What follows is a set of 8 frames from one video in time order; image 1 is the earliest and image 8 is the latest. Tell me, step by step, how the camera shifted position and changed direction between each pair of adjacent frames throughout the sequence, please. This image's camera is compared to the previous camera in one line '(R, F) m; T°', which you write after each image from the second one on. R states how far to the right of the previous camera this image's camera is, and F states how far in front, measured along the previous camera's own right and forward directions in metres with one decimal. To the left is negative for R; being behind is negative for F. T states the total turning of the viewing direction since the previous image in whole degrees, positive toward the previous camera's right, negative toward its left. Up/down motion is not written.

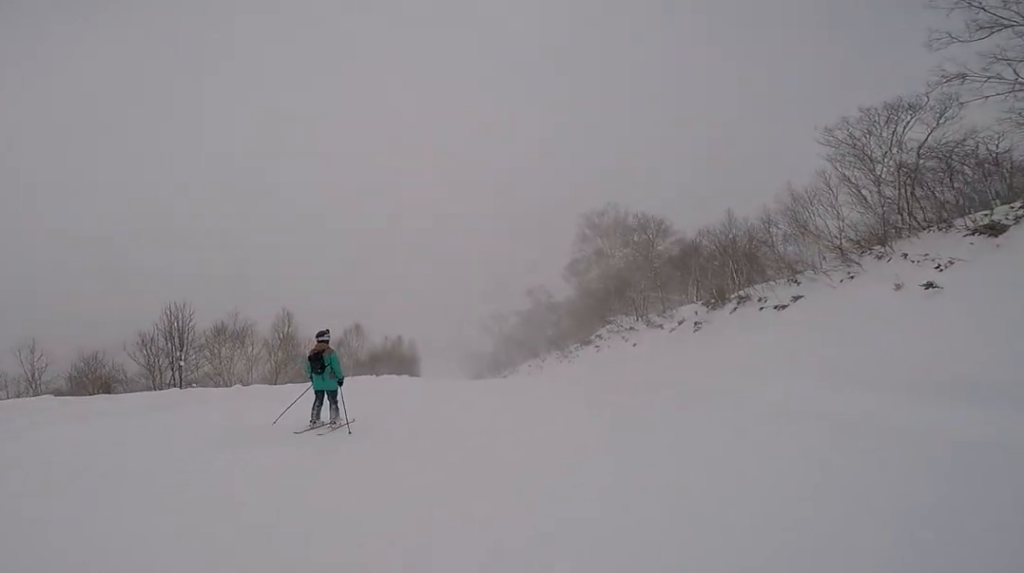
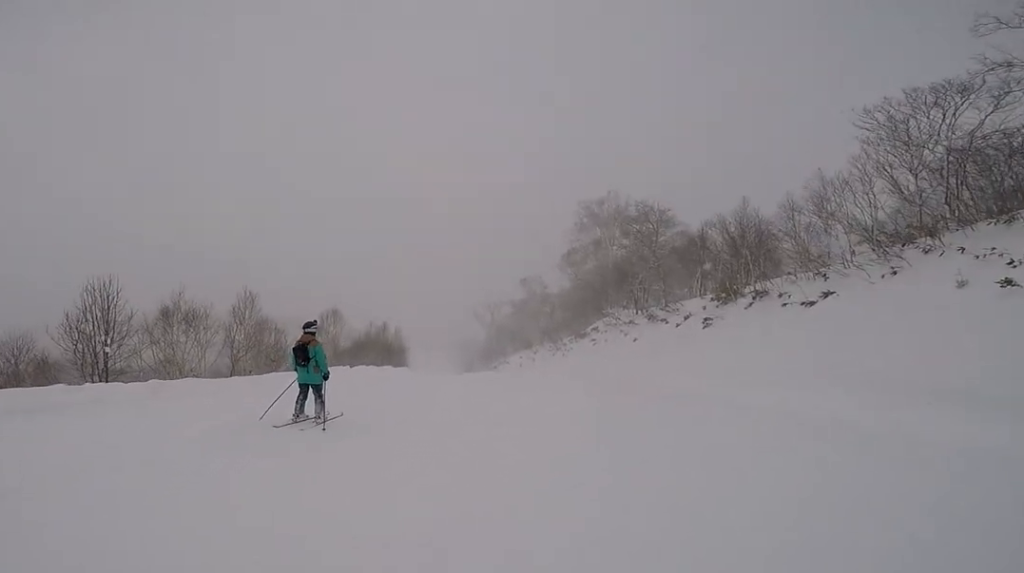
(-0.1, +2.7) m; -3°
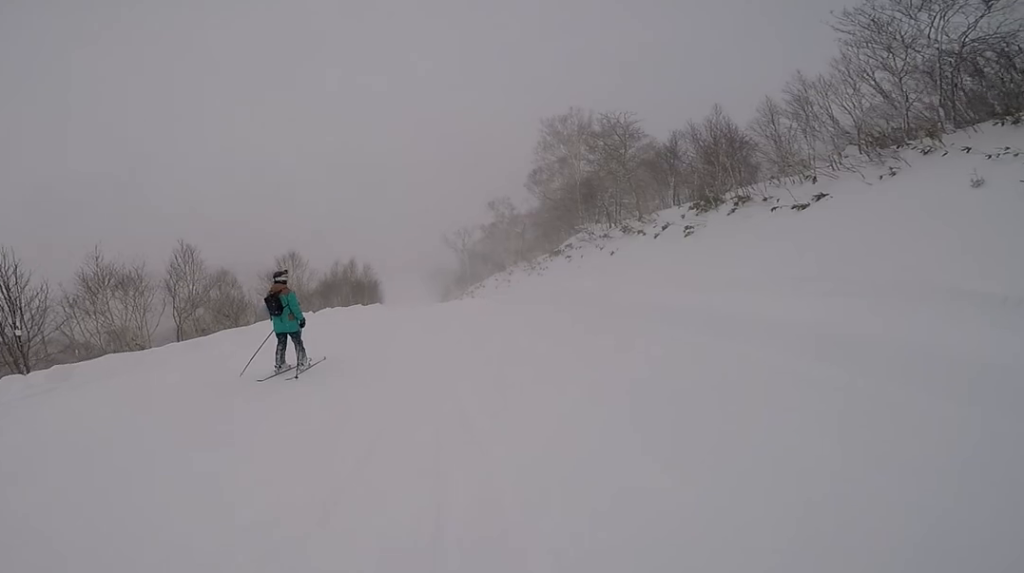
(+0.4, +1.7) m; -6°
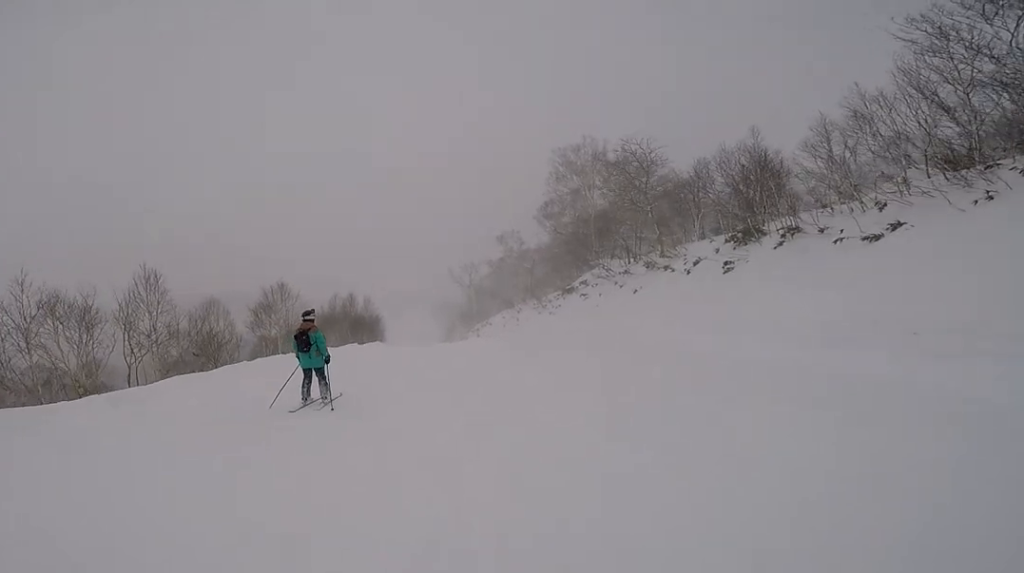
(-0.7, +2.9) m; +4°
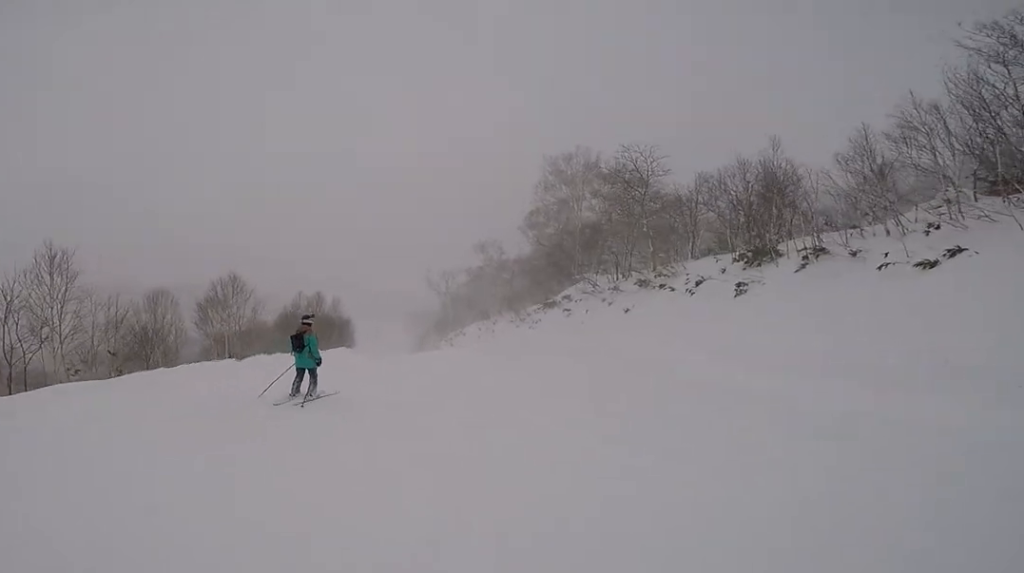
(+0.5, +2.7) m; +14°
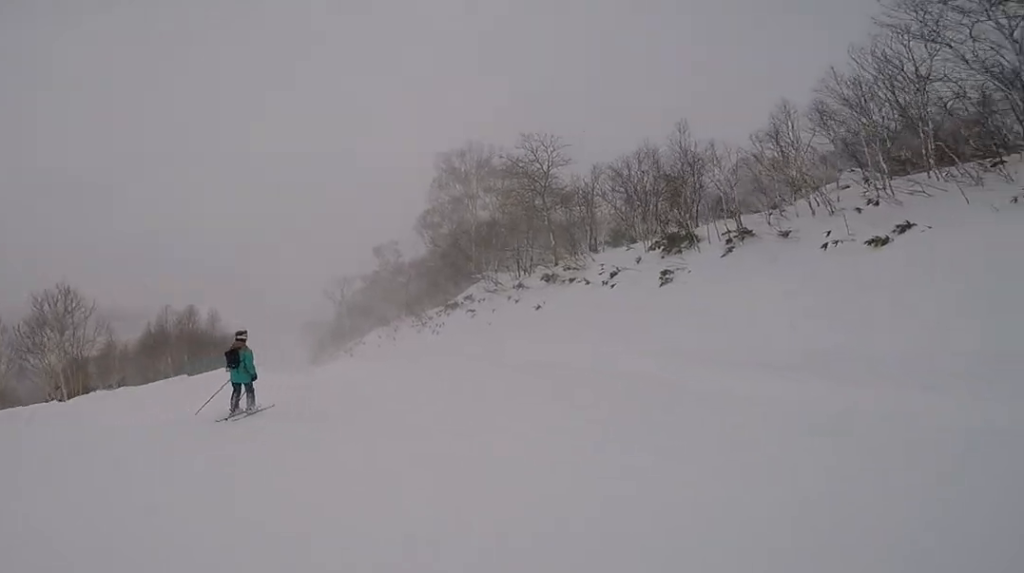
(+0.6, +3.0) m; +6°
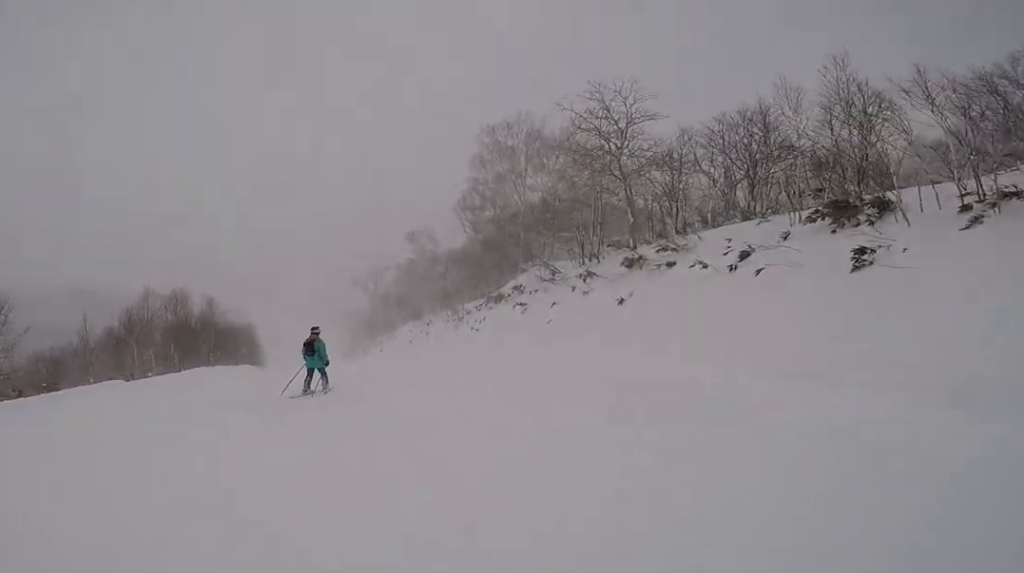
(-1.3, +5.7) m; -9°
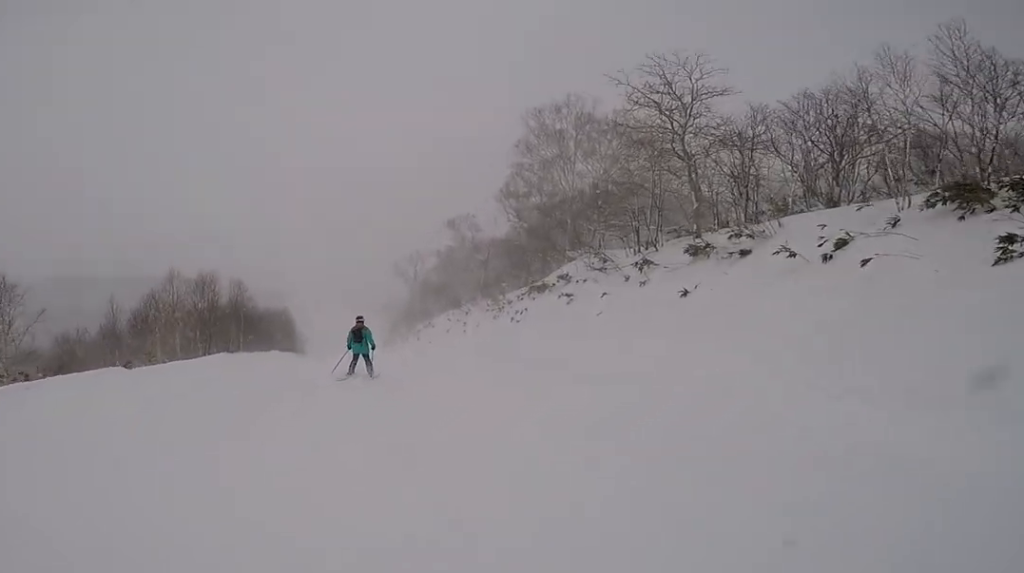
(0.0, +1.7) m; +1°
